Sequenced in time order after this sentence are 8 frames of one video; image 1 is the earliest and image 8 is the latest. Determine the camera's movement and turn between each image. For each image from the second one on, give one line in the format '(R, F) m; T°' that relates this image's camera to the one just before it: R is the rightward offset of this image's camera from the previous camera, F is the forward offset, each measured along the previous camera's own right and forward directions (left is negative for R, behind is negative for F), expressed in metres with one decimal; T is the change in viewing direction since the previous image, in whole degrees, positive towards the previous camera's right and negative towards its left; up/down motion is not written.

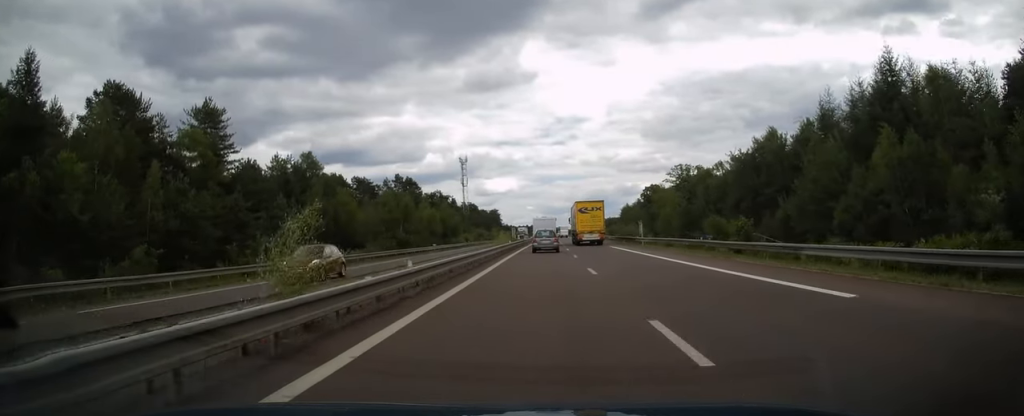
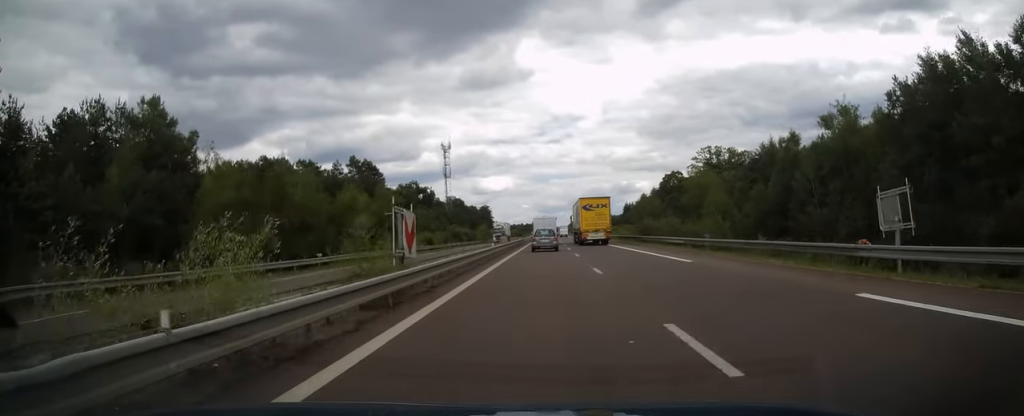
(+0.2, +38.8) m; 0°
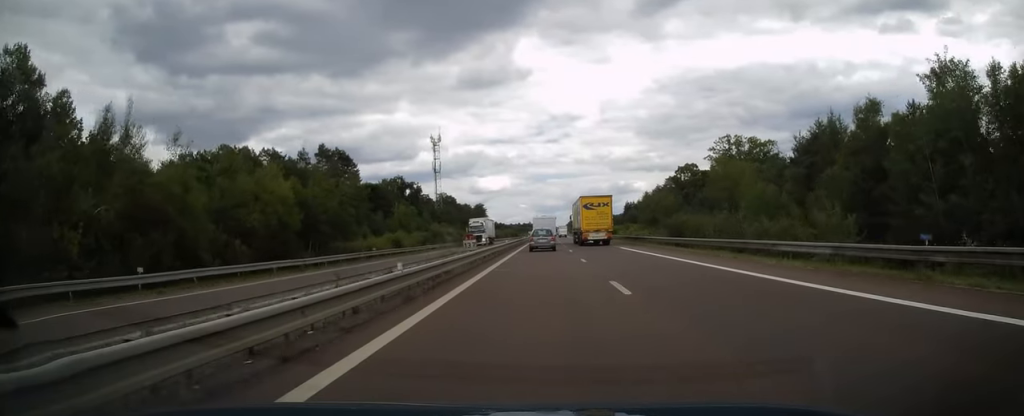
(0.0, +18.5) m; 0°
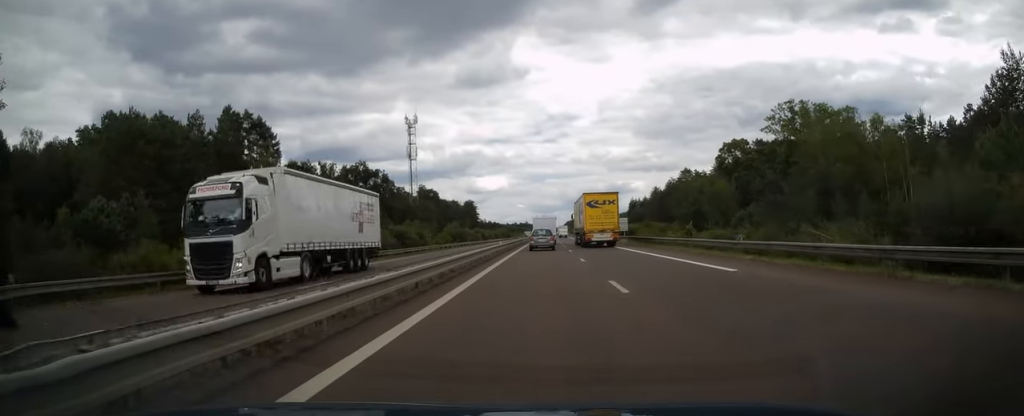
(0.0, +38.2) m; 0°
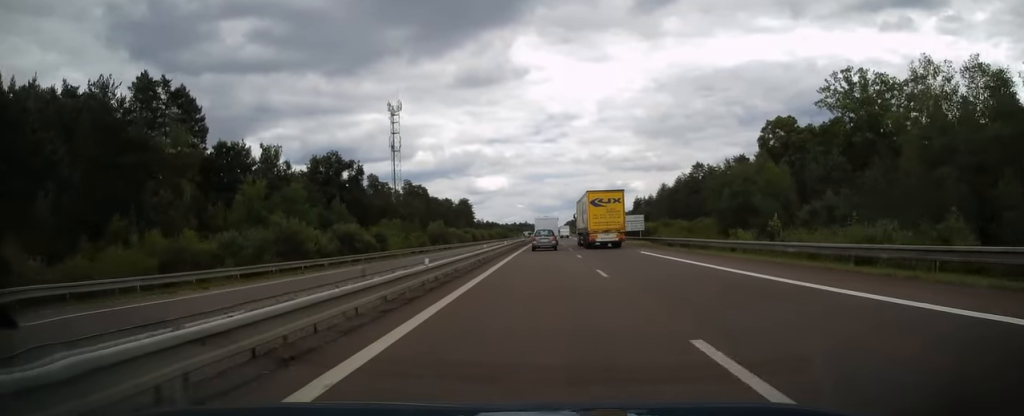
(0.0, +21.1) m; 0°
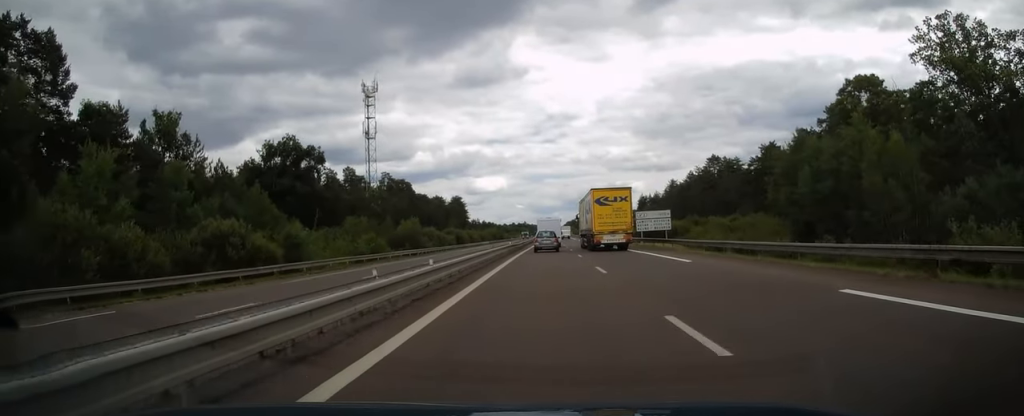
(0.0, +23.7) m; 0°
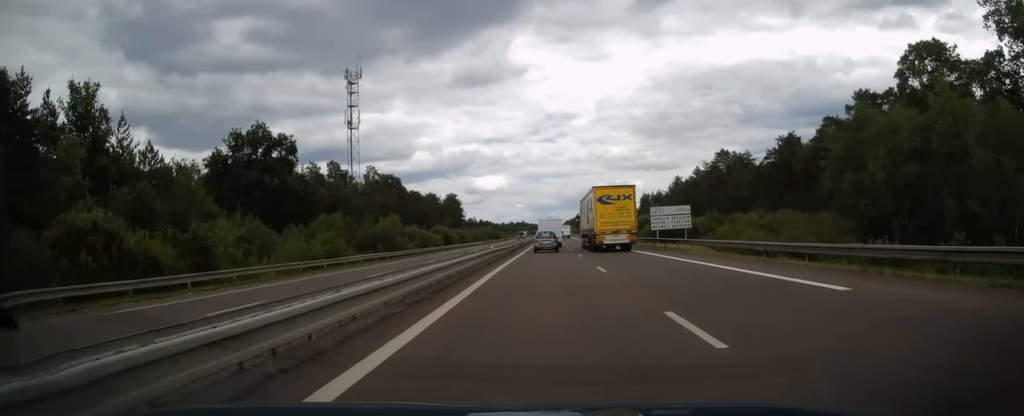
(0.0, +12.4) m; 0°
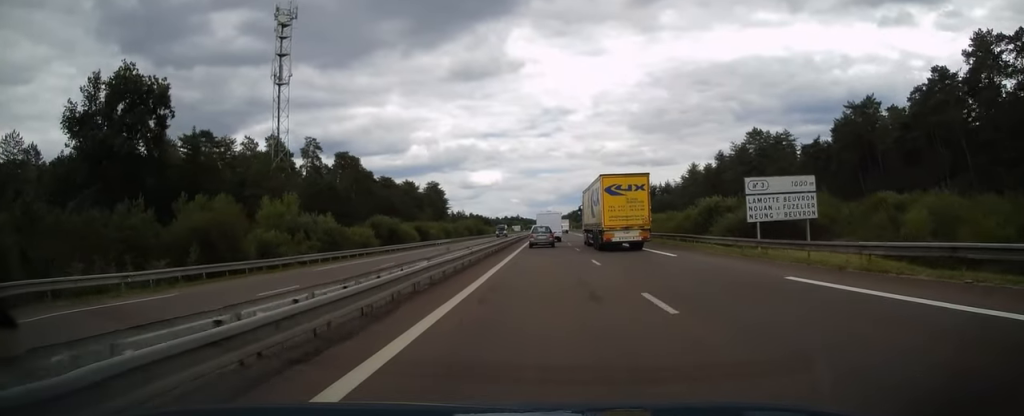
(+0.2, +35.7) m; 0°
